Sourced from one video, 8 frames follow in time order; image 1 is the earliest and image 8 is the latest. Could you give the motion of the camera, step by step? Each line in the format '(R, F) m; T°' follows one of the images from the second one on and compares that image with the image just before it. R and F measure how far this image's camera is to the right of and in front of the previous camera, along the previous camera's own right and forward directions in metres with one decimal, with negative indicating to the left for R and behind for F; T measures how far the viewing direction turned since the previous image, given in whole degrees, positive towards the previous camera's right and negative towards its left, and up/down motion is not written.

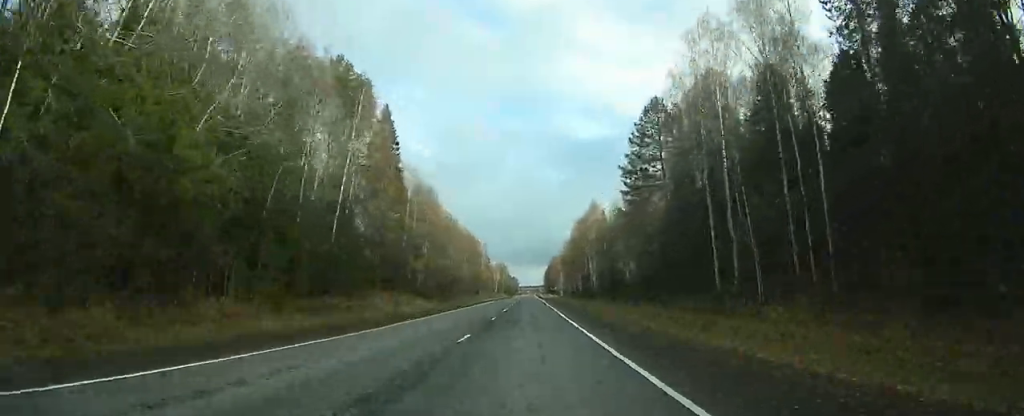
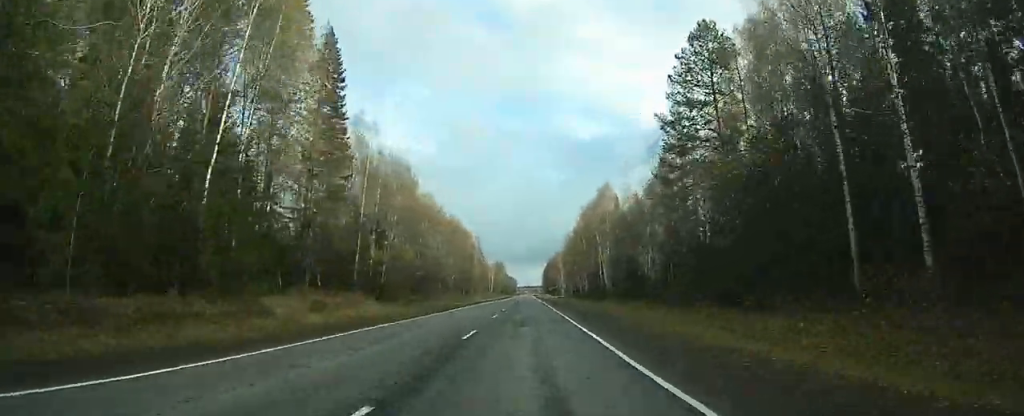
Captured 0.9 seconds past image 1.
(-0.3, +26.6) m; 0°
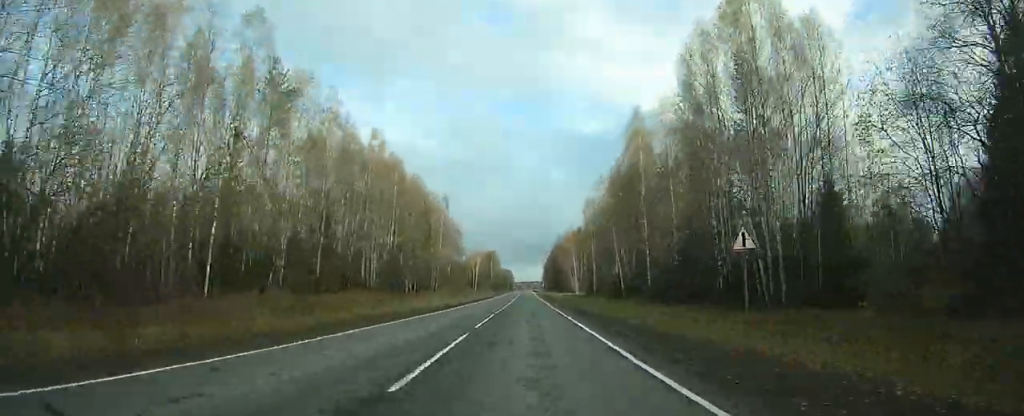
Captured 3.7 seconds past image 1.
(-0.5, +87.6) m; 0°
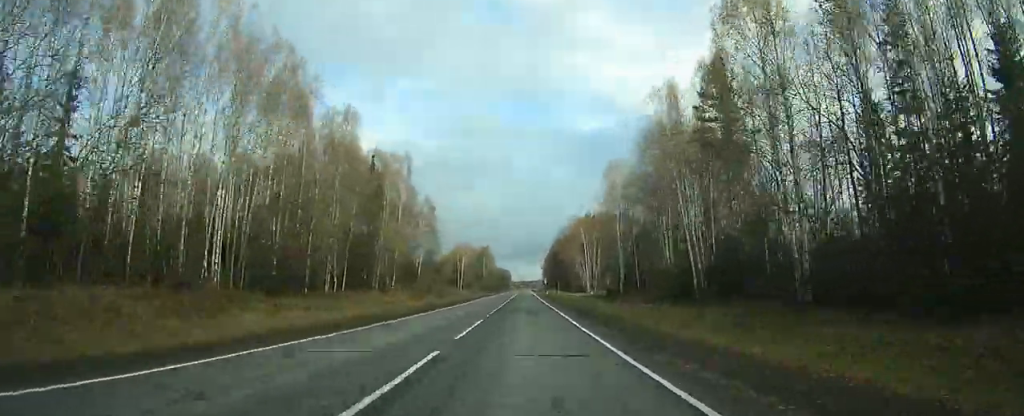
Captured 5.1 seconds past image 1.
(0.0, +45.9) m; +6°
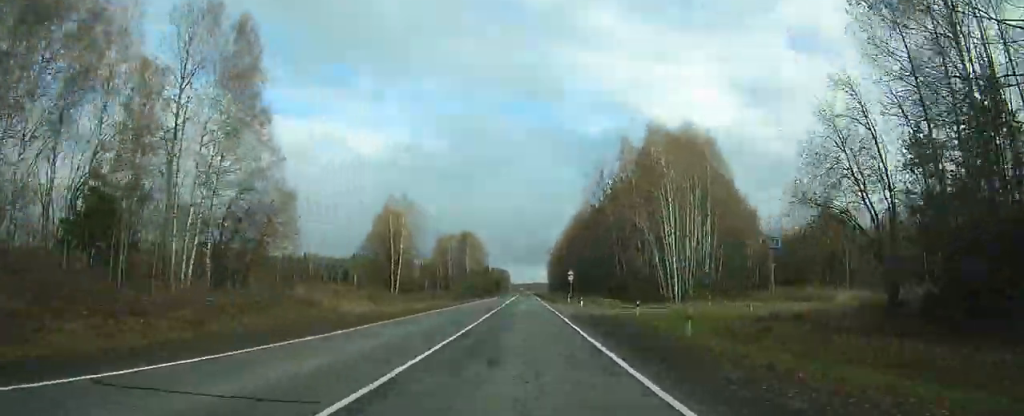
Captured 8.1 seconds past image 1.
(+9.3, +88.6) m; +1°
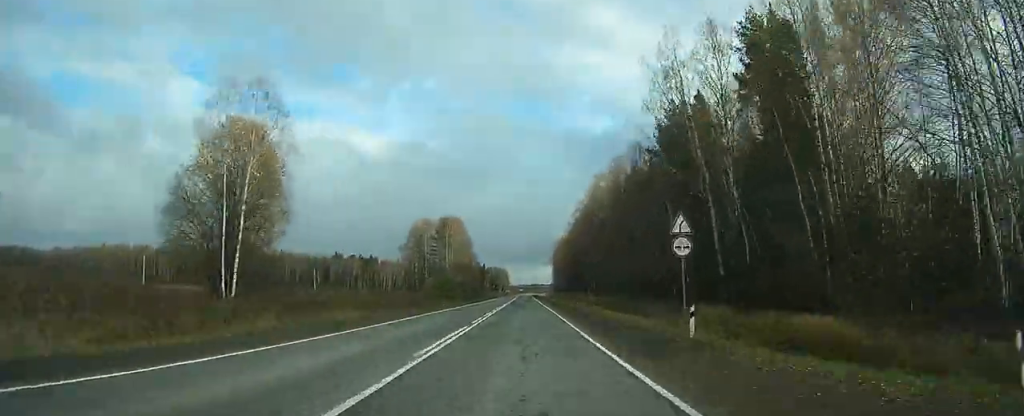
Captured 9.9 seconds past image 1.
(-7.4, +49.4) m; -7°
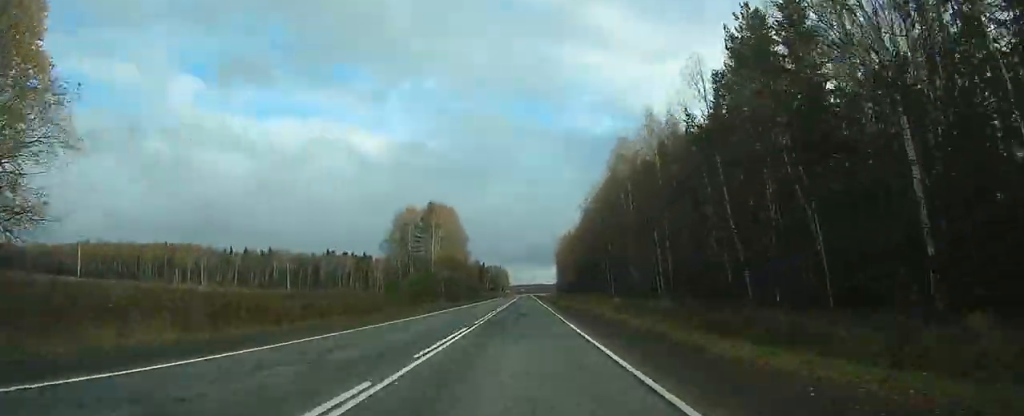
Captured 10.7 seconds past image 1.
(+0.9, +24.7) m; -1°
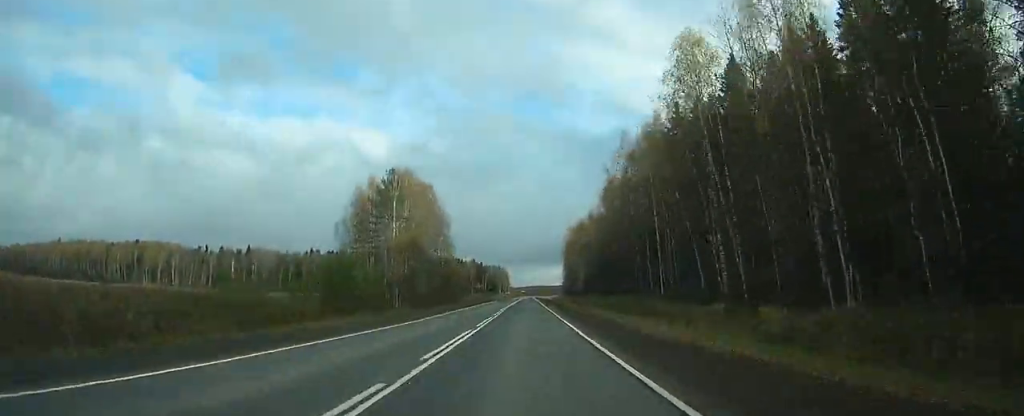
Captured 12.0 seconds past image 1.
(+0.9, +36.0) m; 0°
